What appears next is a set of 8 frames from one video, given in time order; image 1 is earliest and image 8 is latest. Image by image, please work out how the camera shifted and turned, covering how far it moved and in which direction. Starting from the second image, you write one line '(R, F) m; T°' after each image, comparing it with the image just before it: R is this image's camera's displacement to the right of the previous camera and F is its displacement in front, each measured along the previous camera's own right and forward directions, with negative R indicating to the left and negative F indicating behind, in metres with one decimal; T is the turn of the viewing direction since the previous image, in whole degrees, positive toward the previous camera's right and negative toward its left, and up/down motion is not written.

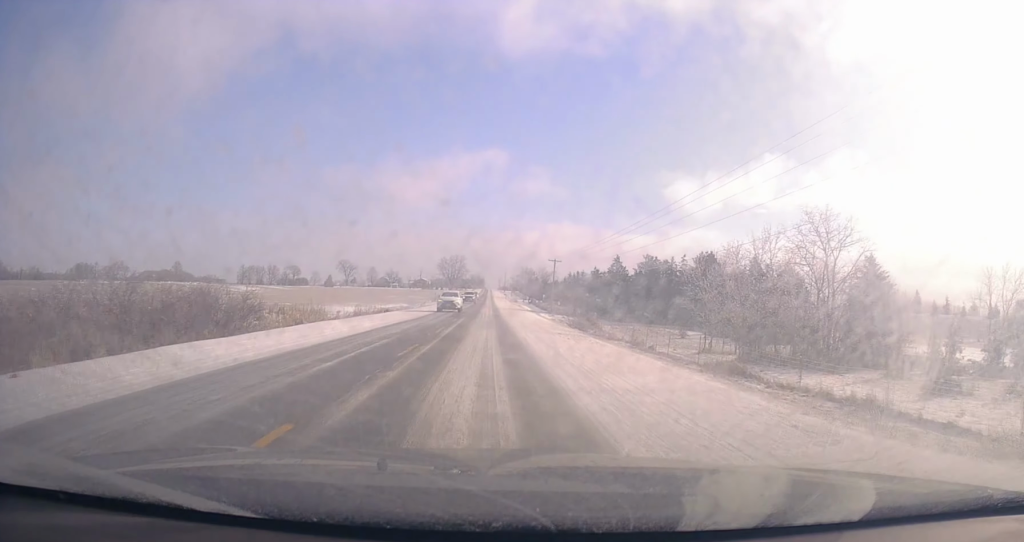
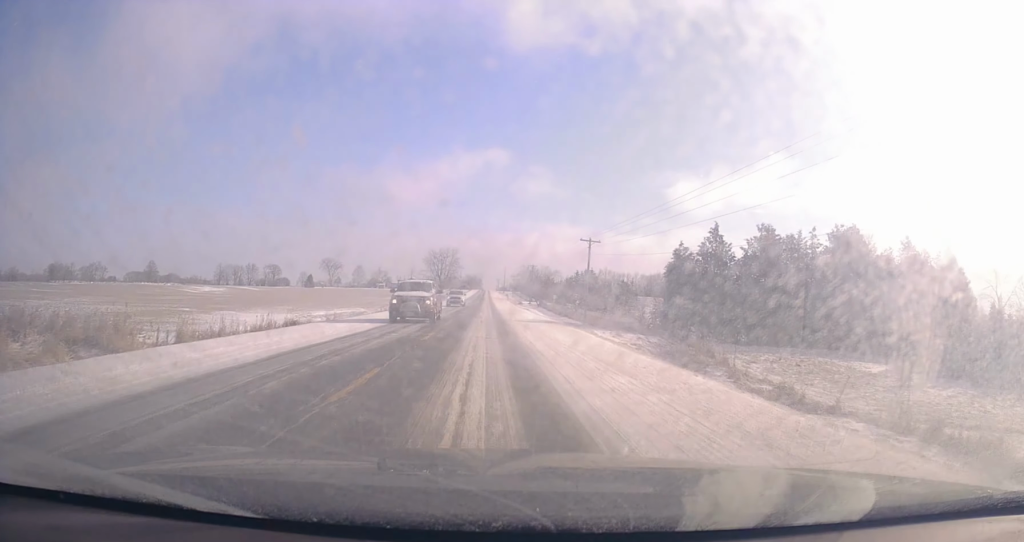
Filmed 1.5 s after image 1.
(-1.1, +34.2) m; -1°
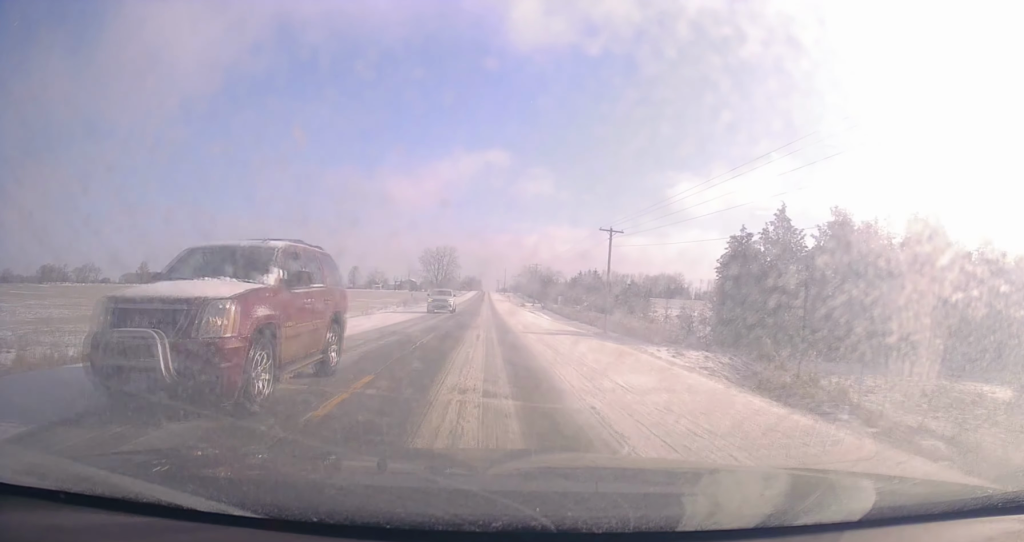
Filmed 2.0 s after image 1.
(+0.1, +10.5) m; 0°
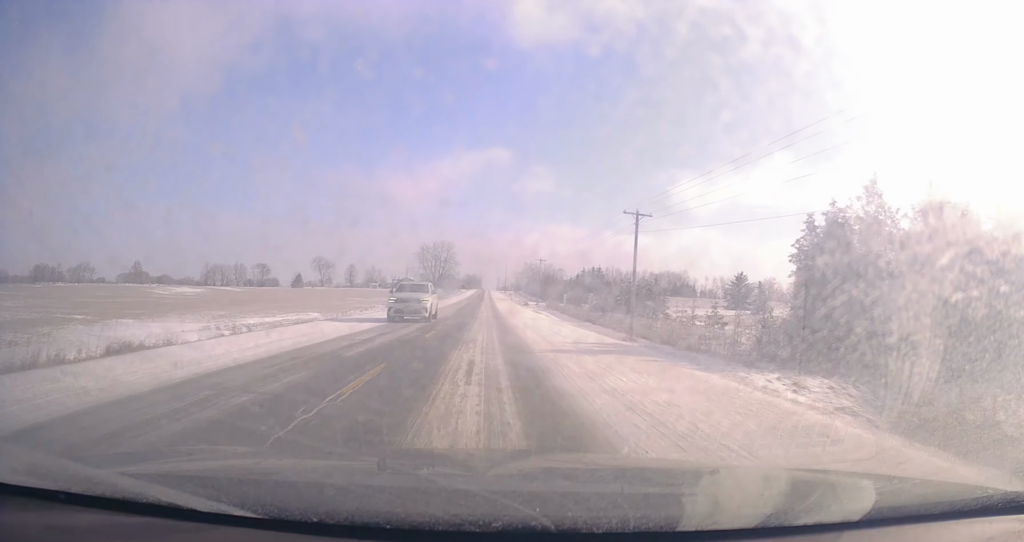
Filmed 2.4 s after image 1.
(+0.1, +9.1) m; -1°
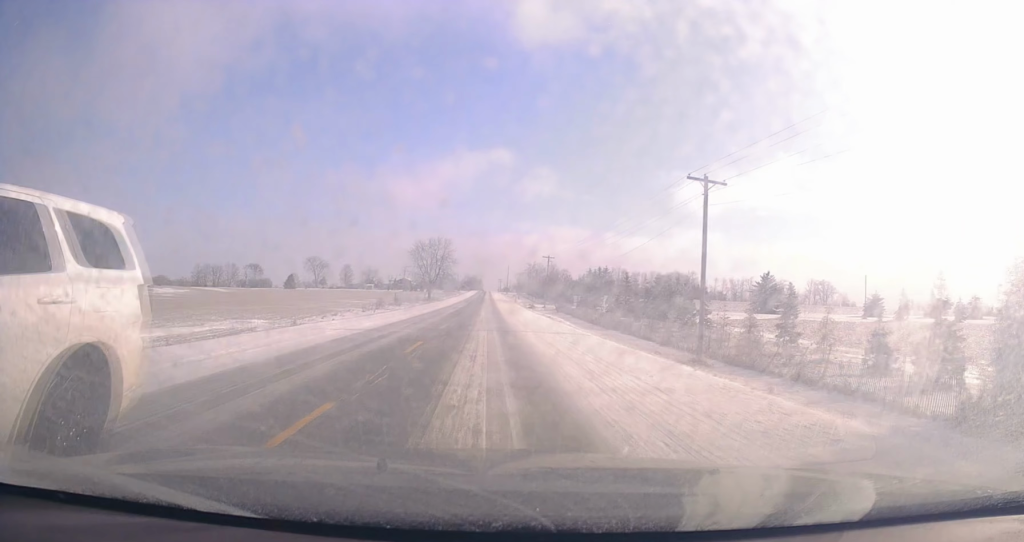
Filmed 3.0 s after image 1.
(+0.1, +13.5) m; 0°
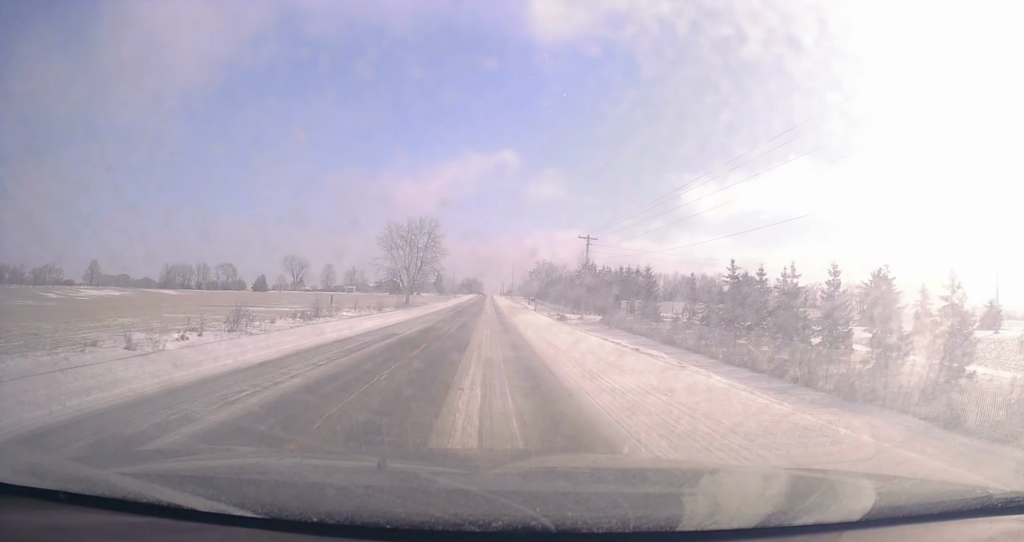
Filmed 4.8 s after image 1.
(+1.0, +39.8) m; +2°
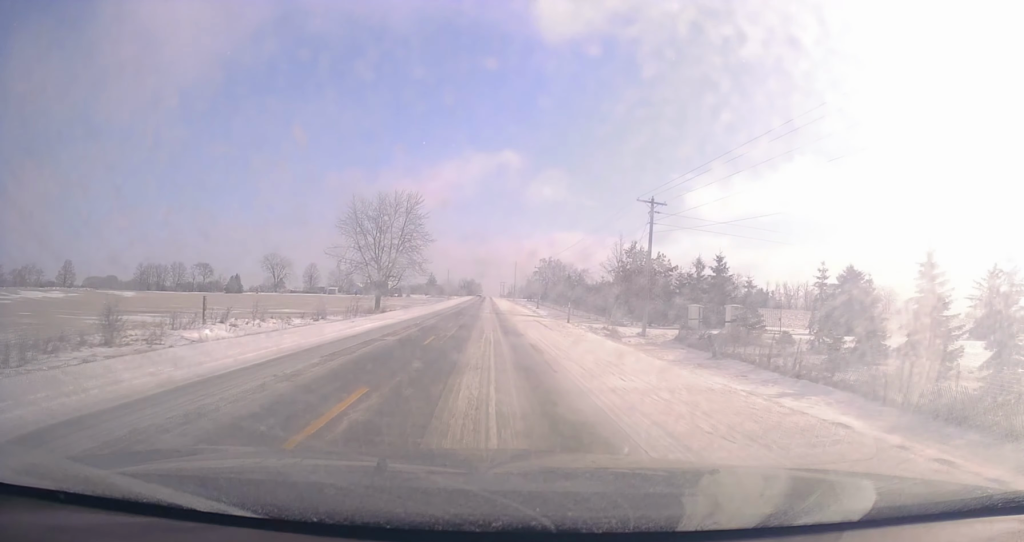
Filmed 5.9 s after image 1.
(-1.0, +25.8) m; -2°
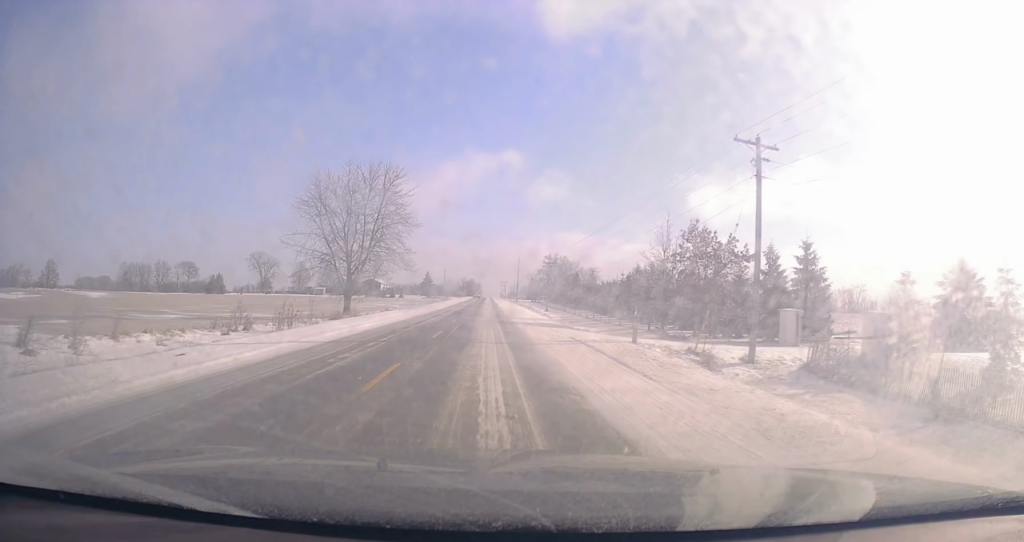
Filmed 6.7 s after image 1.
(+0.3, +16.5) m; +1°
